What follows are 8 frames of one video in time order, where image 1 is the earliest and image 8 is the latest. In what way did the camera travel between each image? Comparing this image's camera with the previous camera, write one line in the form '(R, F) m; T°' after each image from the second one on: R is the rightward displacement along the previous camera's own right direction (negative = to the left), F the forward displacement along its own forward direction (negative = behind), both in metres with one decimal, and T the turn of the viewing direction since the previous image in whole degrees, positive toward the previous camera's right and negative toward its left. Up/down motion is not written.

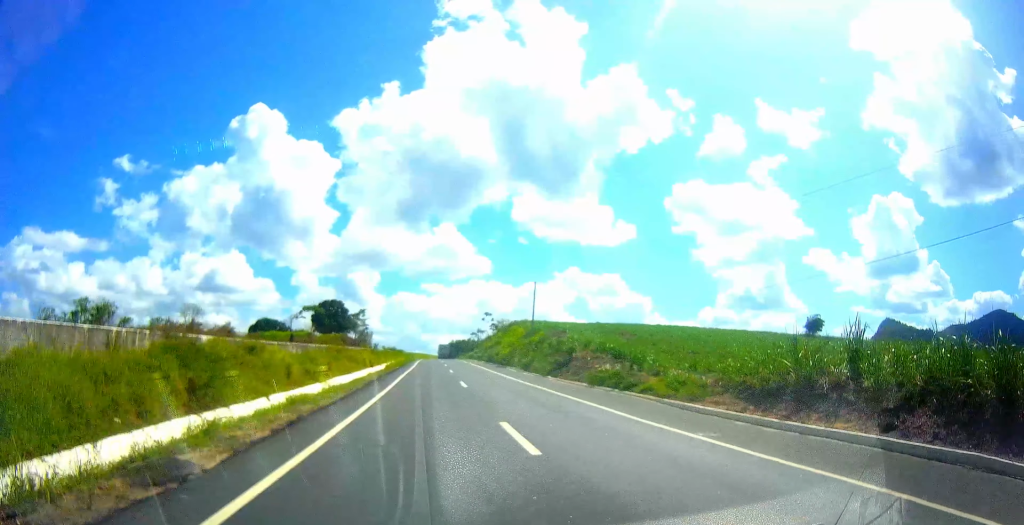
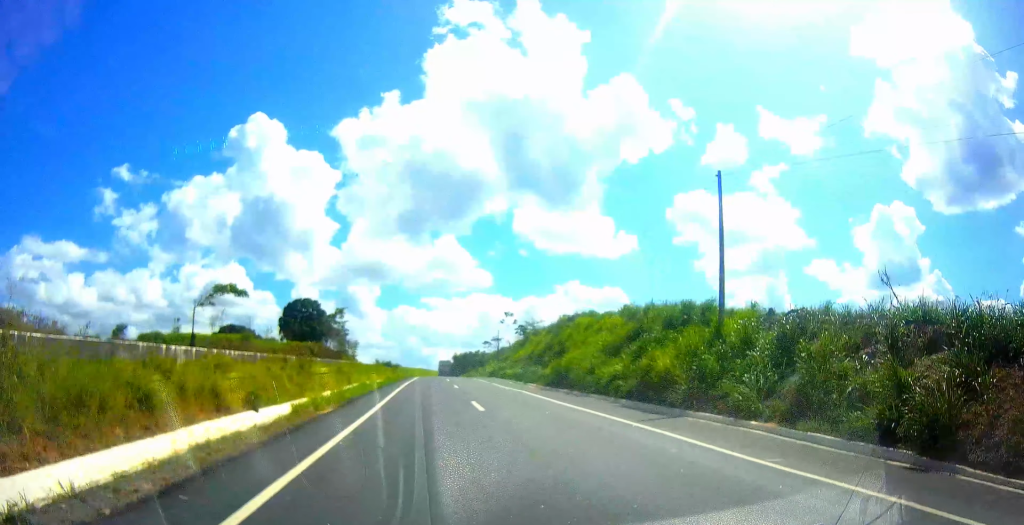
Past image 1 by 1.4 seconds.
(-0.1, +43.4) m; 0°
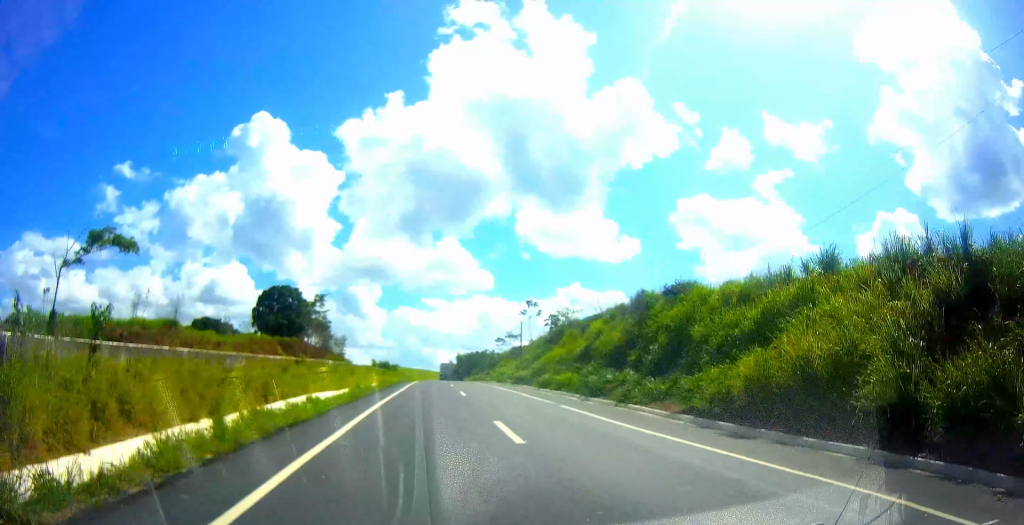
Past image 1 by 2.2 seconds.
(+0.2, +25.3) m; 0°
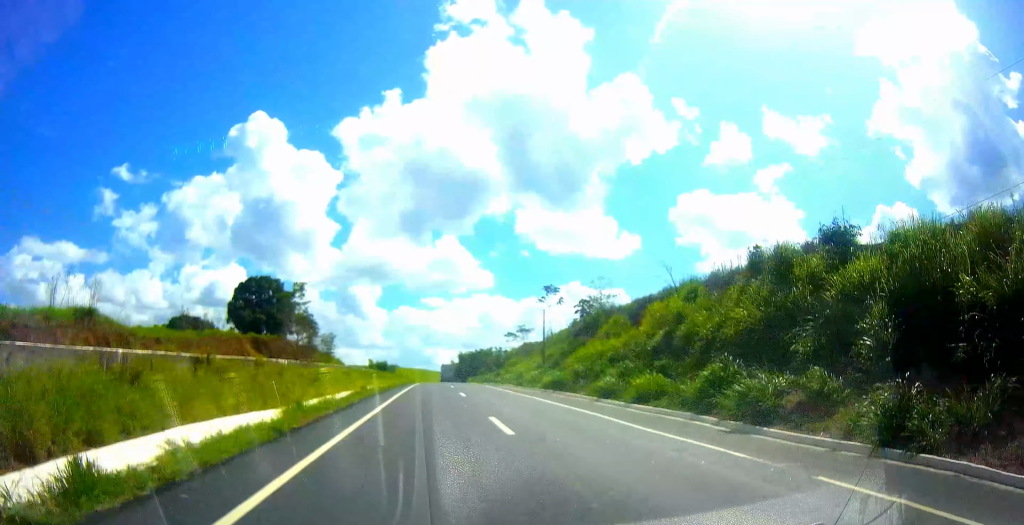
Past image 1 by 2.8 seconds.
(-0.3, +16.3) m; 0°
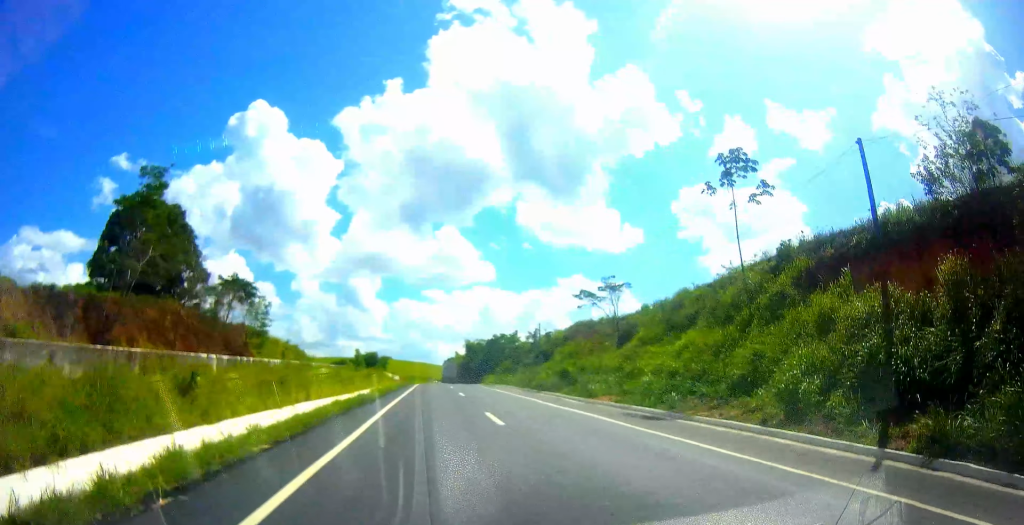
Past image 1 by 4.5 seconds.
(+0.1, +50.5) m; 0°
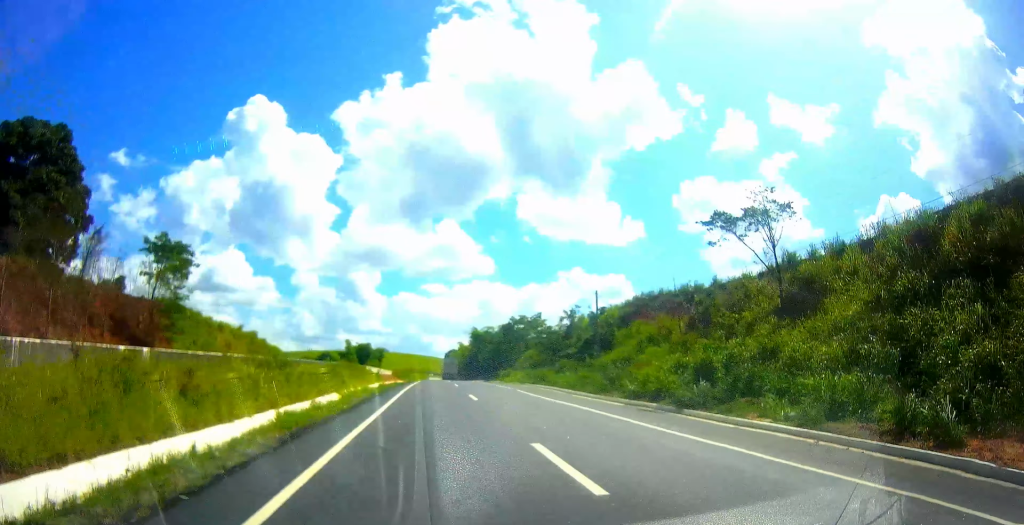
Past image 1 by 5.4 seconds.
(-0.2, +26.5) m; 0°
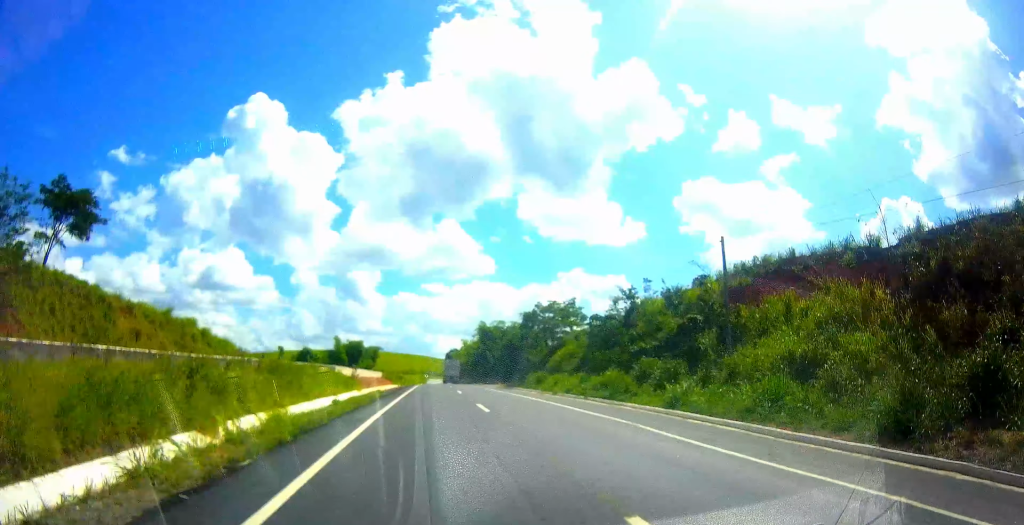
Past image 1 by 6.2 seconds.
(+0.1, +22.7) m; 0°
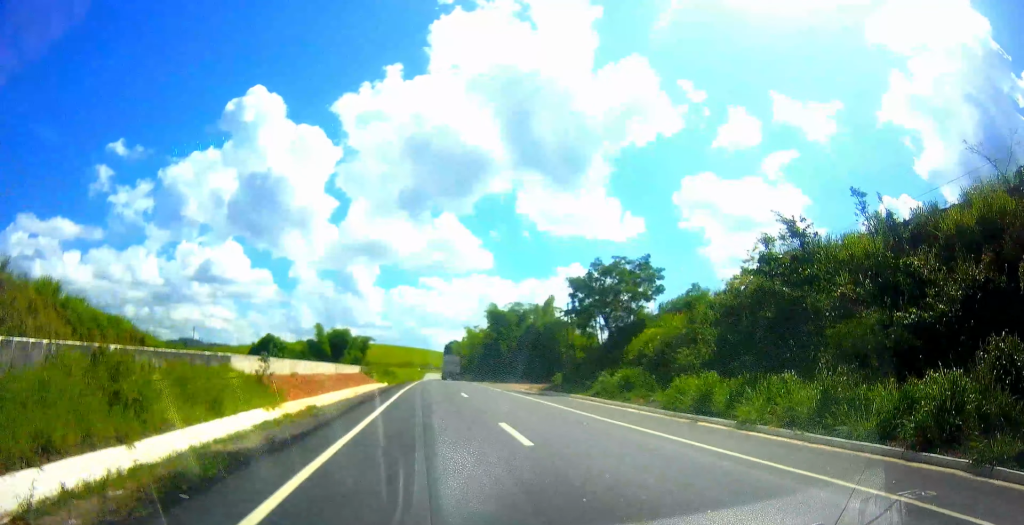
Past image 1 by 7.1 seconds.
(-0.1, +26.0) m; -1°
